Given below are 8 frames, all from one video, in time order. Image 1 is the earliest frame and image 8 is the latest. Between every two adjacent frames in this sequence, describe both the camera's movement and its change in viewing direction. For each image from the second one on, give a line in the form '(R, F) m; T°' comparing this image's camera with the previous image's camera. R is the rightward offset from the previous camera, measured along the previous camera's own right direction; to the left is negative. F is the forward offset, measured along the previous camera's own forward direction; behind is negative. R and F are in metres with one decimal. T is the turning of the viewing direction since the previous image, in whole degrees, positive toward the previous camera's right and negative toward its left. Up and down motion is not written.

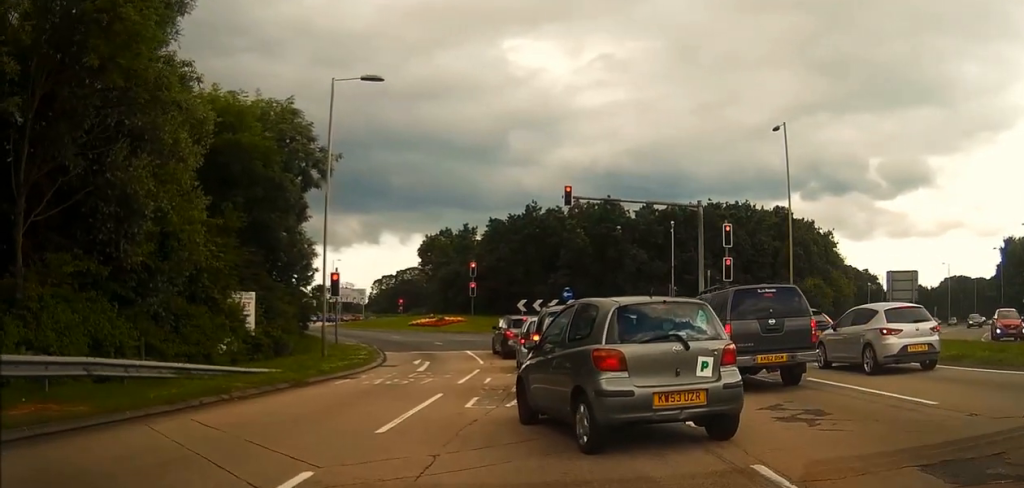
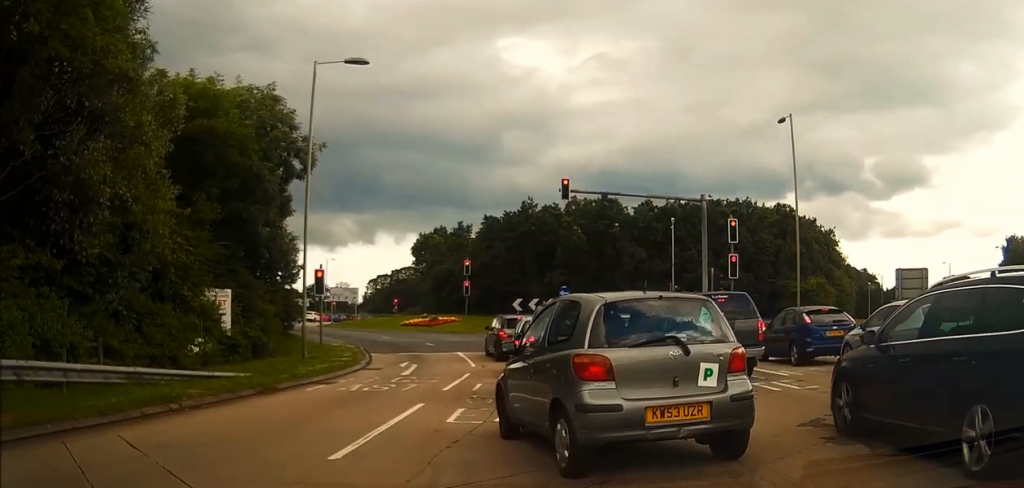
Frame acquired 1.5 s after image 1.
(0.0, +1.8) m; 0°
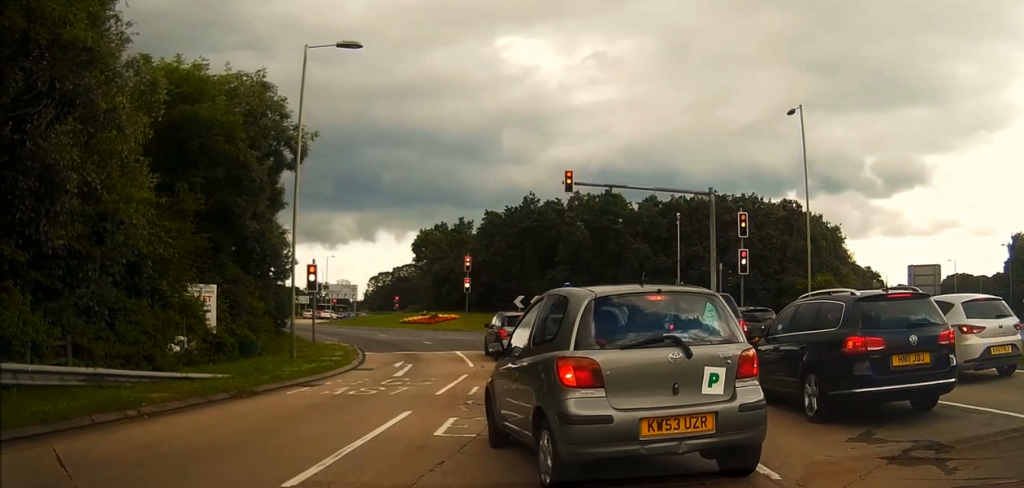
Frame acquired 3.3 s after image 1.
(+0.2, +1.5) m; 0°
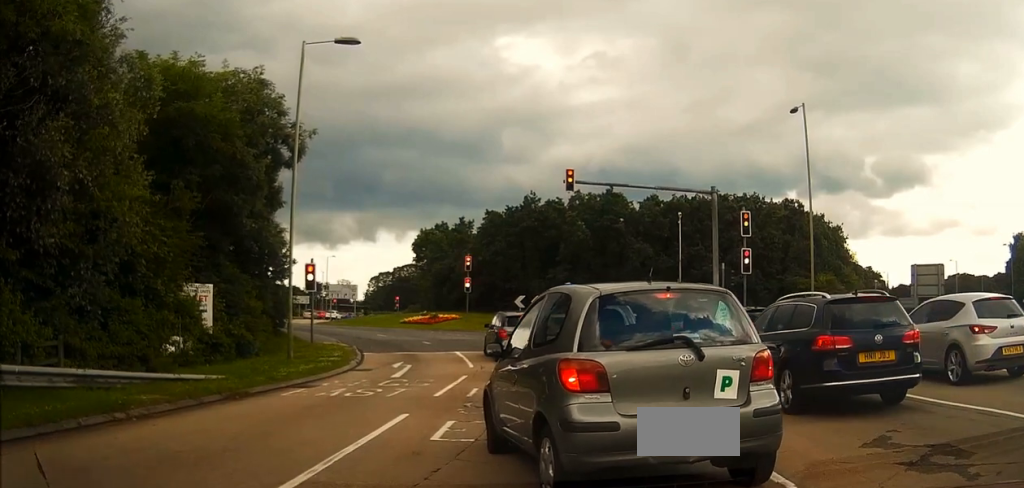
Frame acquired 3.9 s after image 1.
(+0.1, +0.3) m; 0°
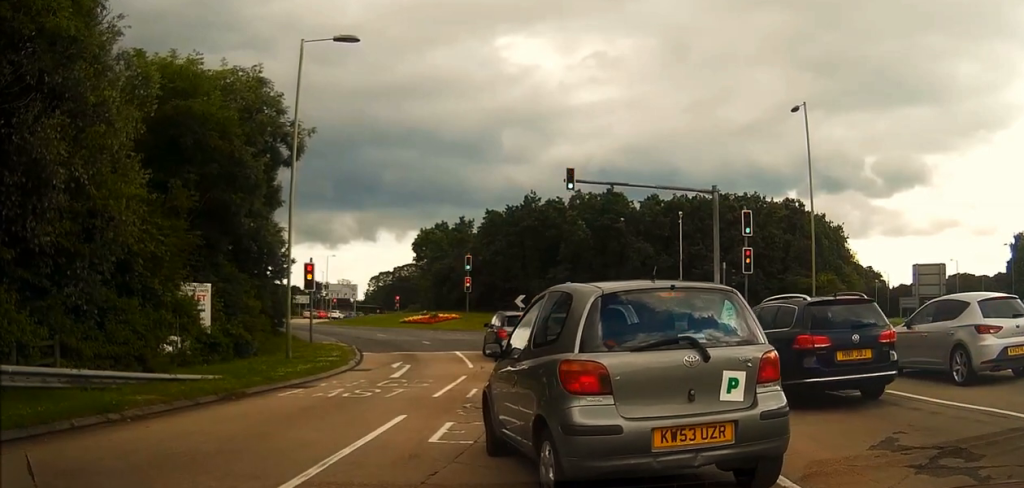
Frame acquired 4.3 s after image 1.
(+0.1, +0.2) m; 0°
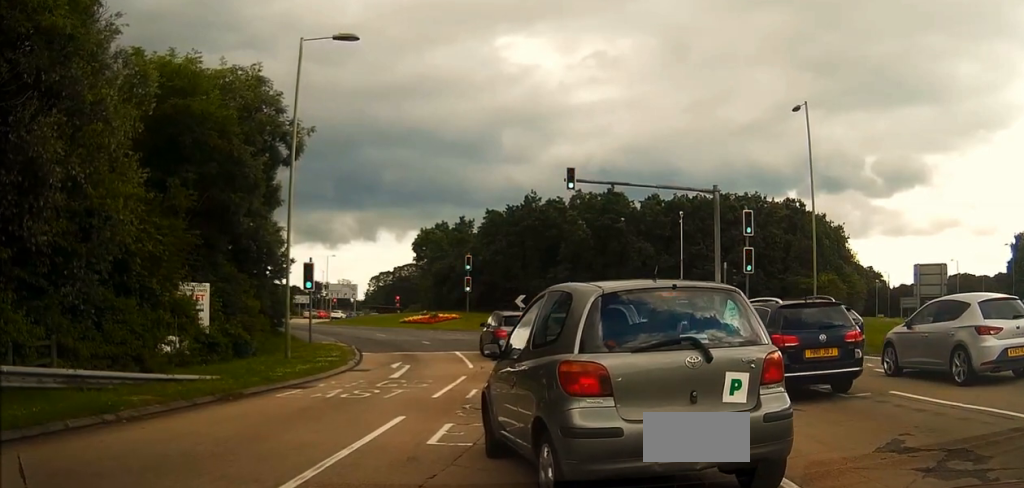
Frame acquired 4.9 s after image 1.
(0.0, +0.2) m; 0°
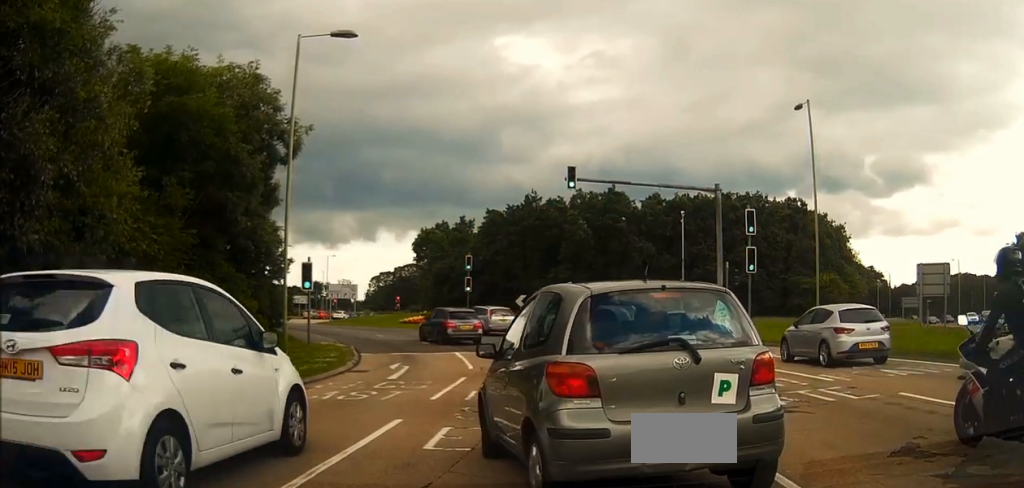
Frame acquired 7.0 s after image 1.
(0.0, +0.5) m; 0°
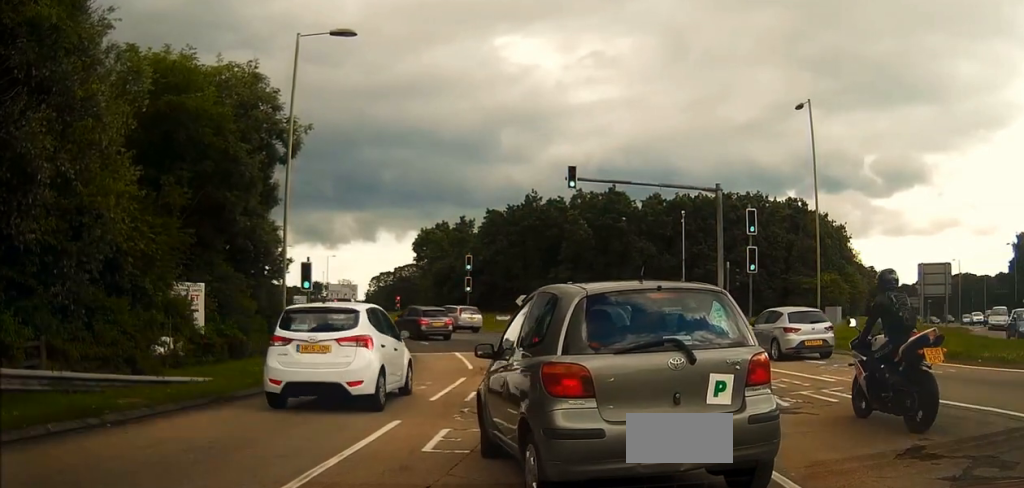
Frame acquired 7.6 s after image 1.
(0.0, 0.0) m; 0°
